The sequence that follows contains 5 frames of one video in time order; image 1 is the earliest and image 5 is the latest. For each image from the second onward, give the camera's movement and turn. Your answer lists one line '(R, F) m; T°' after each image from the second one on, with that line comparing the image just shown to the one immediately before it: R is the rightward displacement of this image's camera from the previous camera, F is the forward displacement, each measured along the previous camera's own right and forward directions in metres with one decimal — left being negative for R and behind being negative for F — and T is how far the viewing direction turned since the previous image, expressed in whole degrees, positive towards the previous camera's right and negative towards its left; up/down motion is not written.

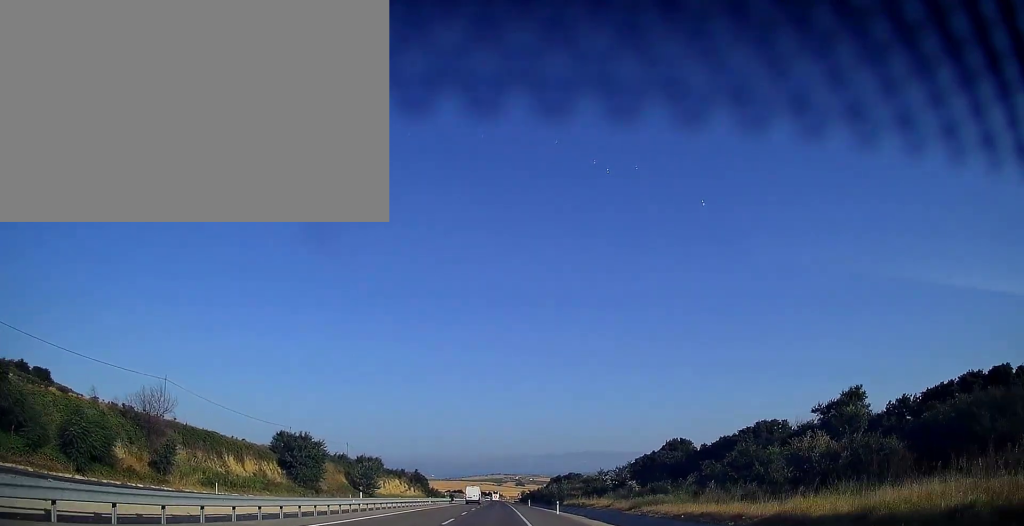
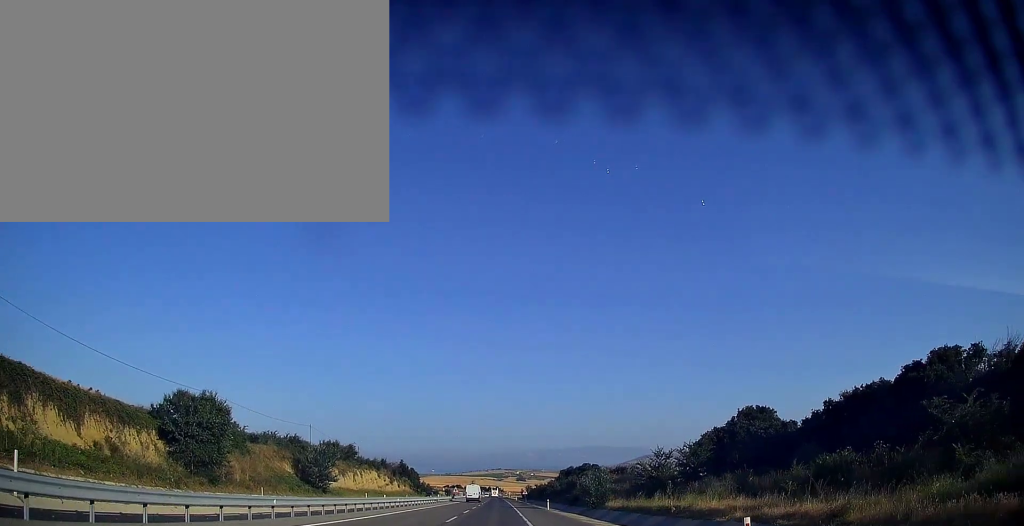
(+0.1, +34.9) m; 0°
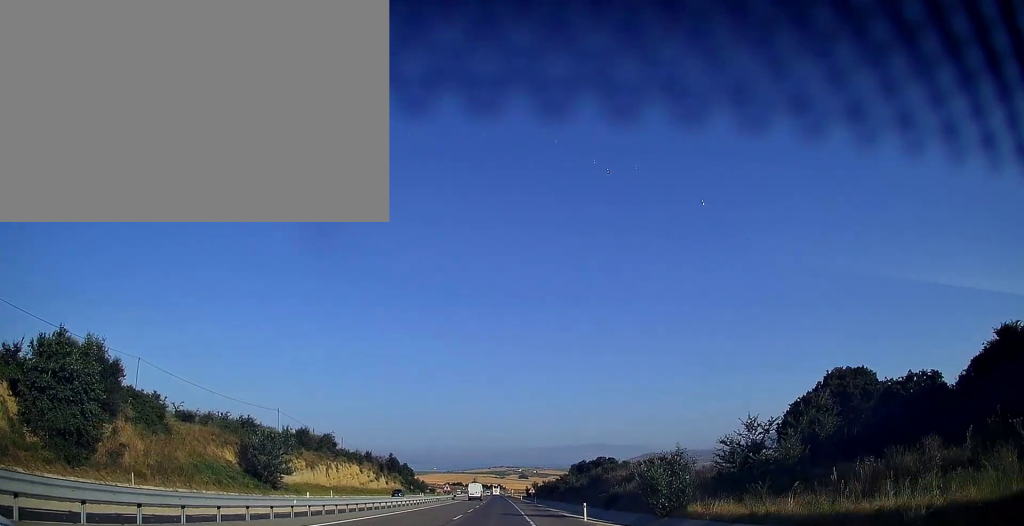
(0.0, +22.4) m; 0°
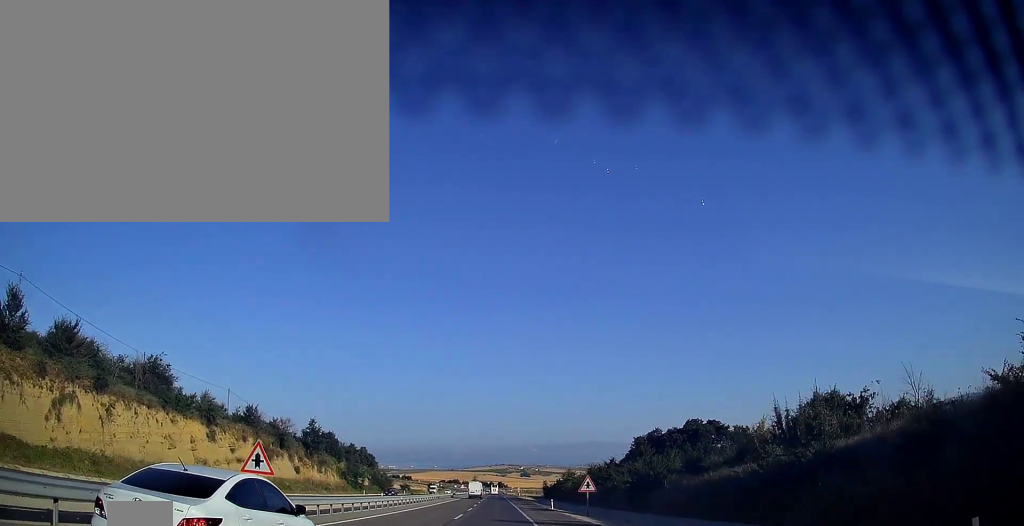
(+0.1, +72.8) m; 0°
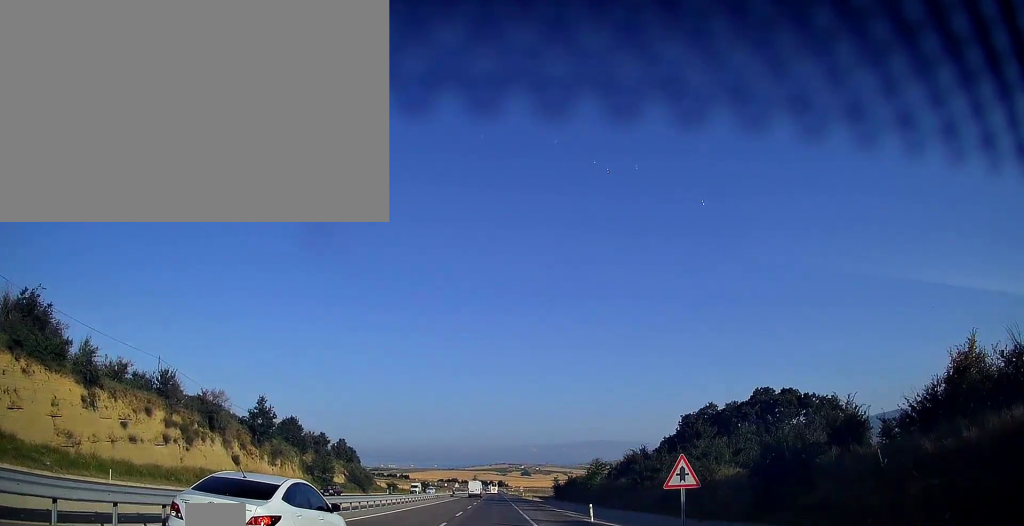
(0.0, +22.1) m; 0°
